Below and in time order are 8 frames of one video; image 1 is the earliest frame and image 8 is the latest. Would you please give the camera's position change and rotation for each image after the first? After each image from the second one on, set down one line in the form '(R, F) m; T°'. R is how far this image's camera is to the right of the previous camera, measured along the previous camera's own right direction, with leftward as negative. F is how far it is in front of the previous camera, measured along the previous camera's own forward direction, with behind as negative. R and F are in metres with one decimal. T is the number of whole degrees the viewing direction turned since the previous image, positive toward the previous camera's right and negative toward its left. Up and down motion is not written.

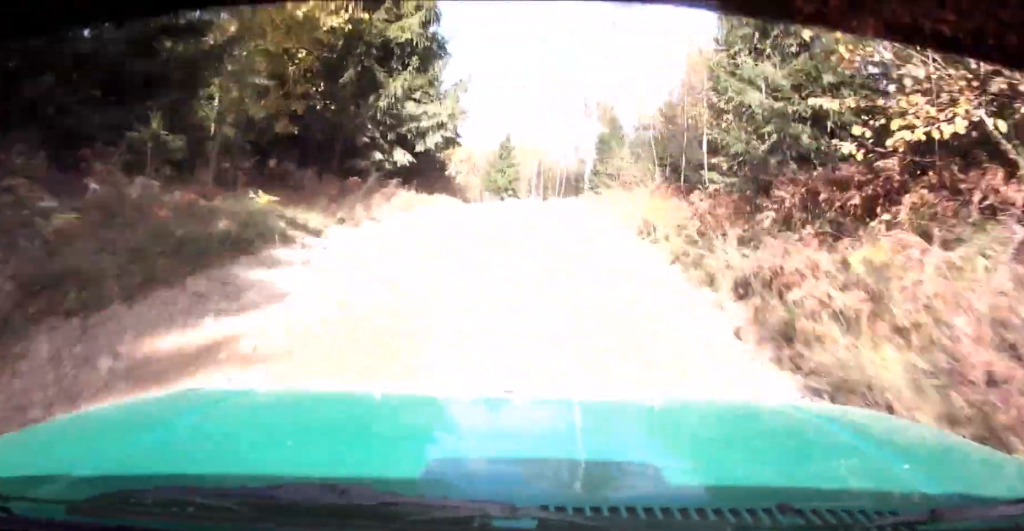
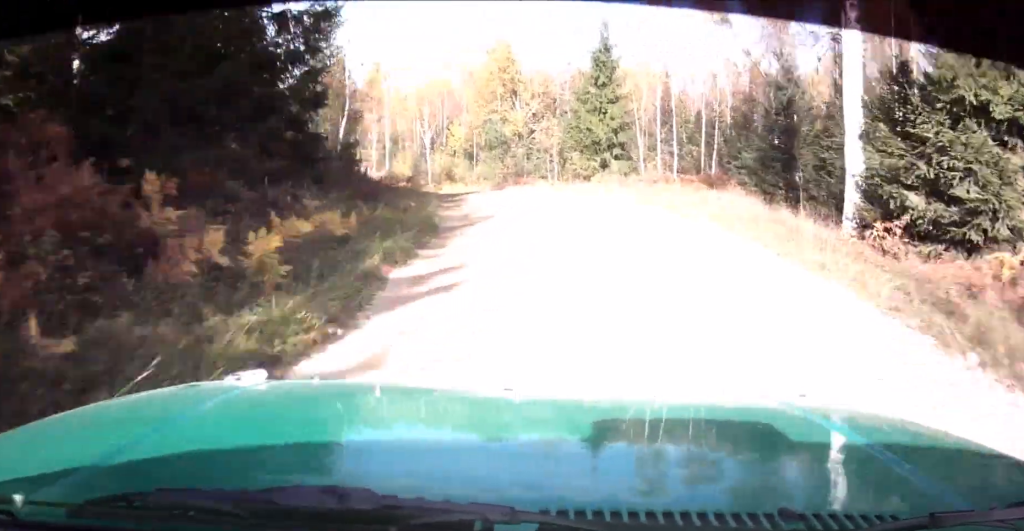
(+2.2, +32.8) m; 0°
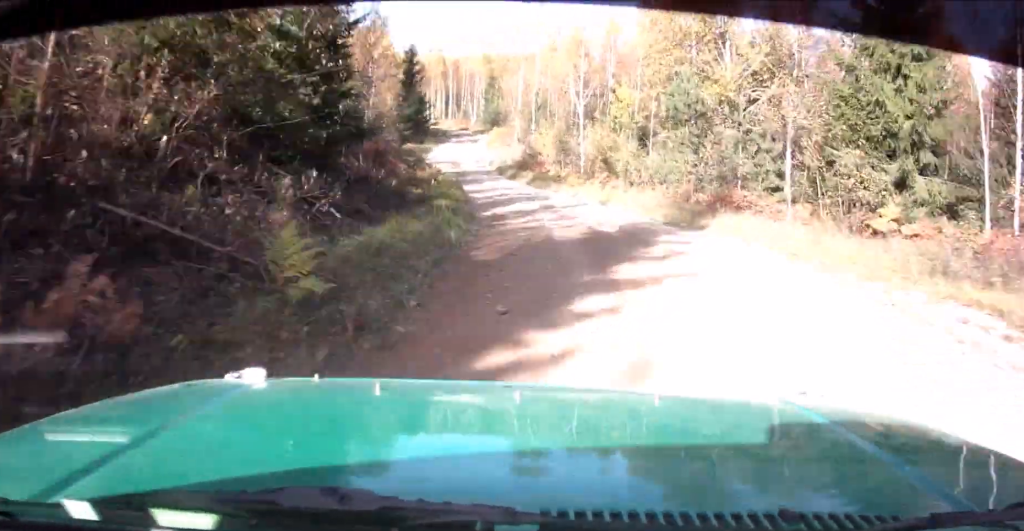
(-1.6, +20.9) m; -11°
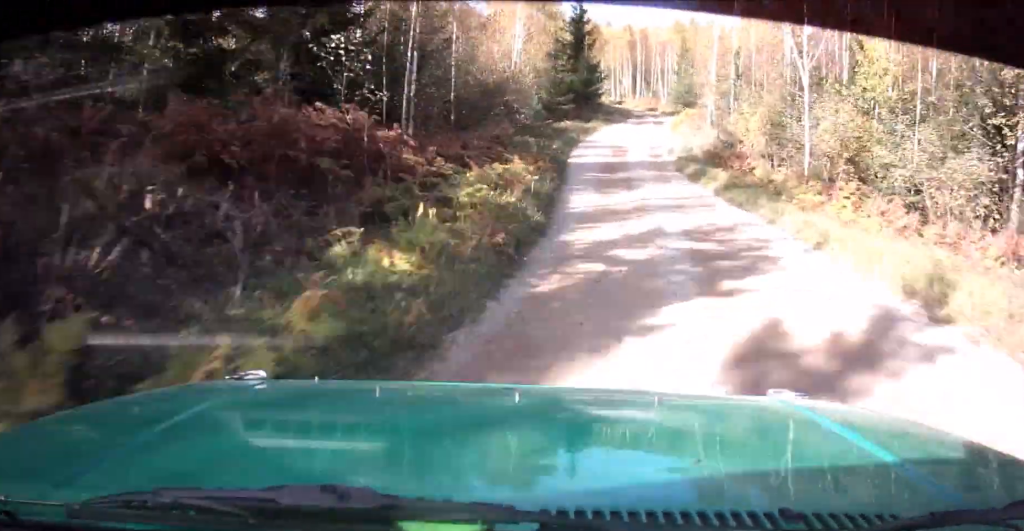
(-1.7, +14.4) m; -4°
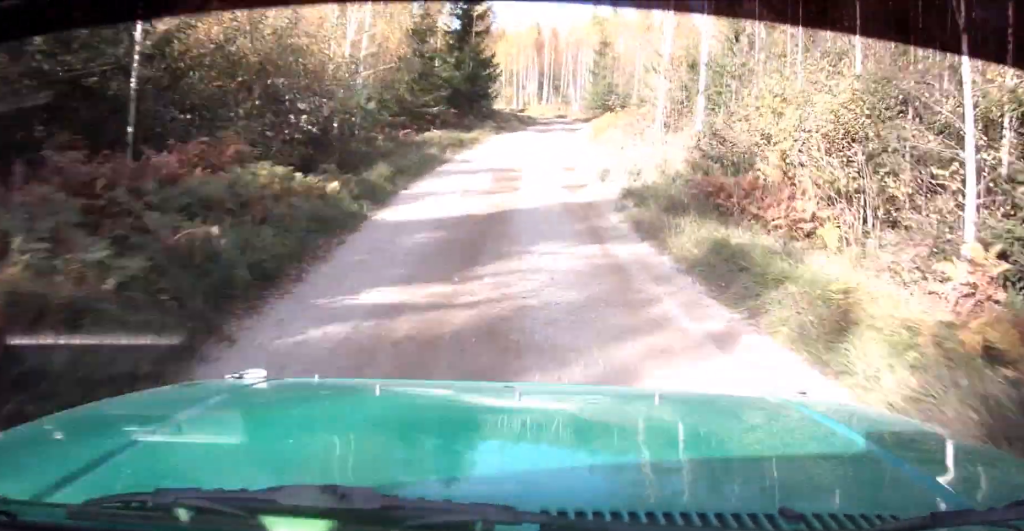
(-0.7, +15.5) m; -2°
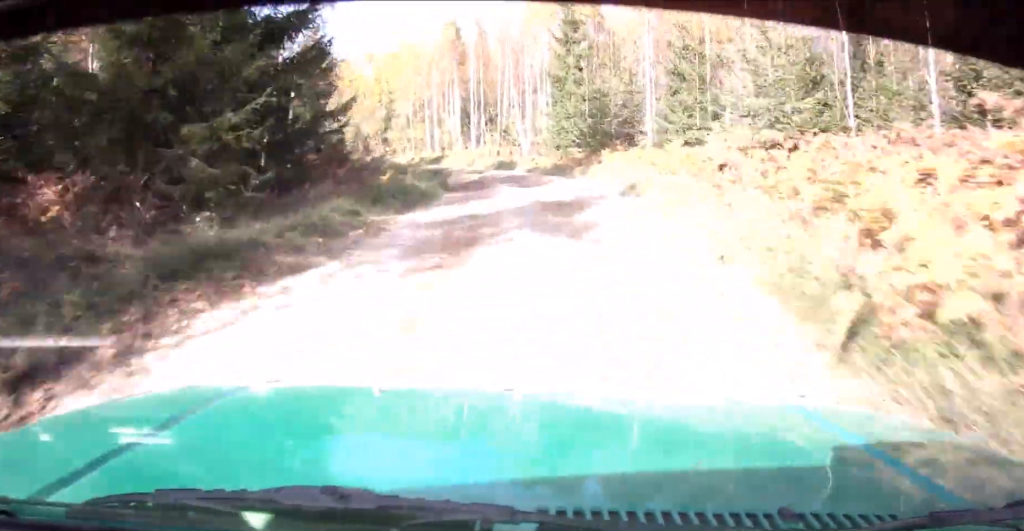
(+0.6, +27.9) m; -2°
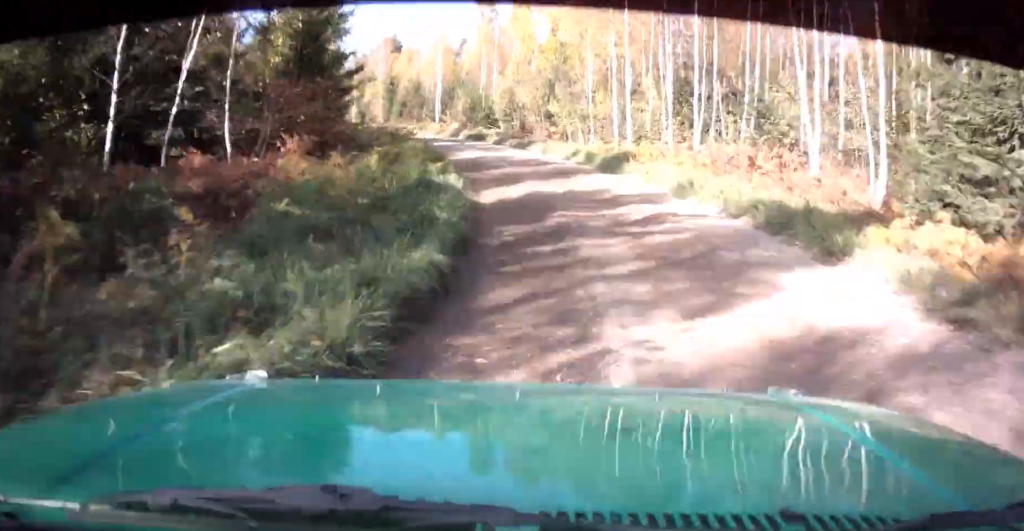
(-2.3, +28.5) m; -11°
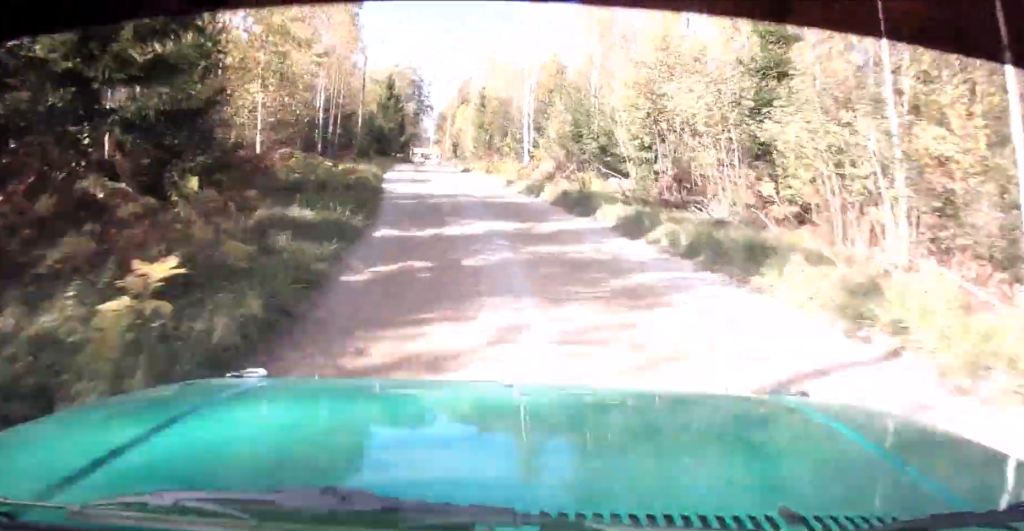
(-2.6, +26.2) m; -9°
